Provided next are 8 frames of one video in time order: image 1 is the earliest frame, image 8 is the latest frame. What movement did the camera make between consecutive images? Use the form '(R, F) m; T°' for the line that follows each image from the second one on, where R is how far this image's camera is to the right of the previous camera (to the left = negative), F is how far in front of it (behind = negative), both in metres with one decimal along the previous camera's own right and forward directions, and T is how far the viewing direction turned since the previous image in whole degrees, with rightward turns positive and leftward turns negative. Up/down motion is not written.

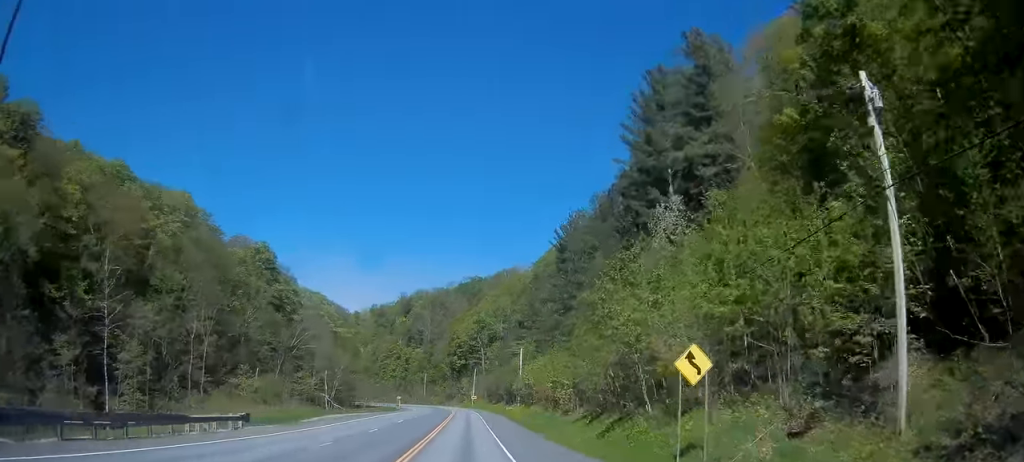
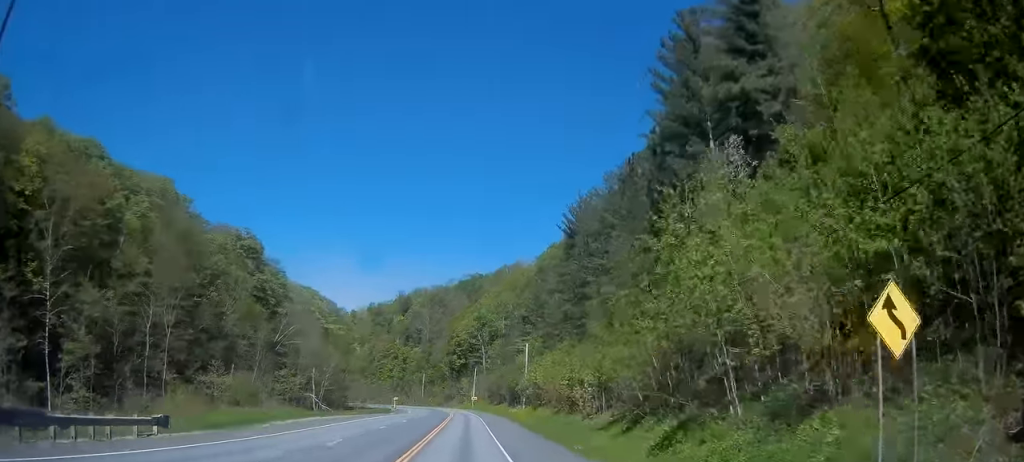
(+0.2, +9.3) m; 0°
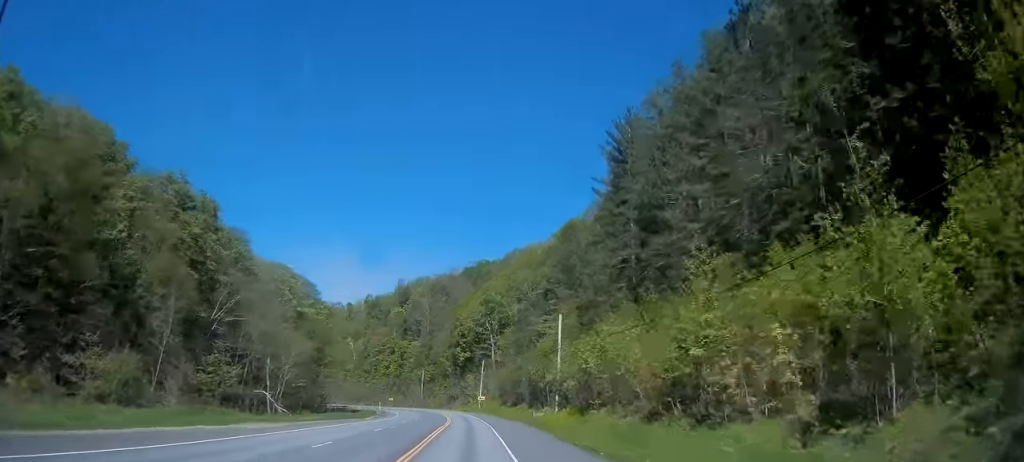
(-0.2, +27.0) m; 0°
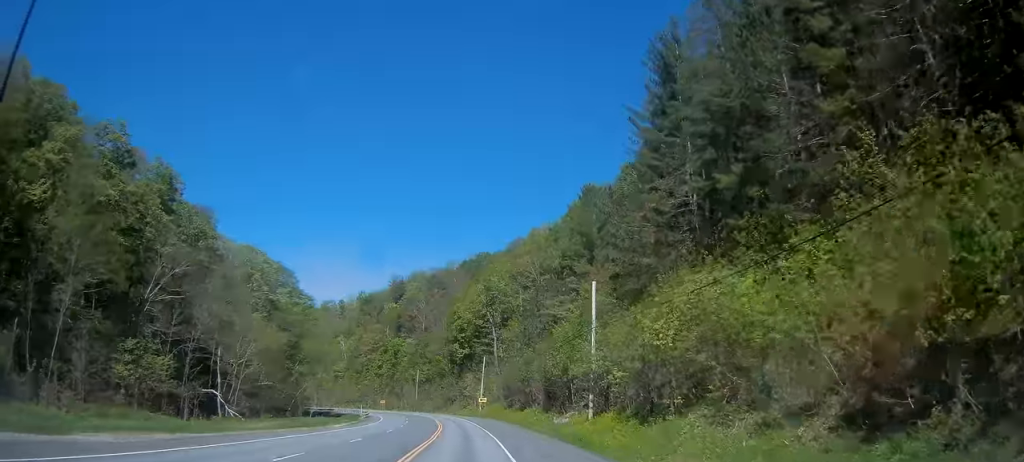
(+0.4, +16.3) m; 0°
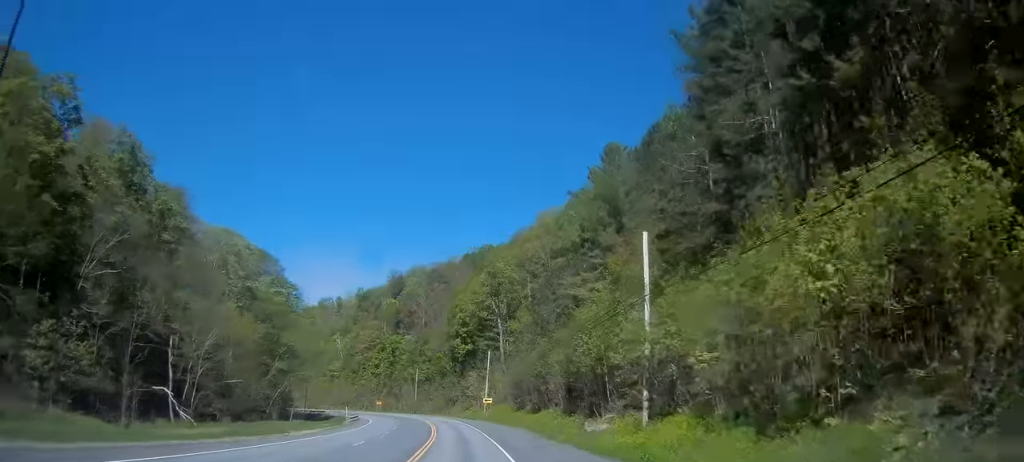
(-0.3, +12.1) m; -1°
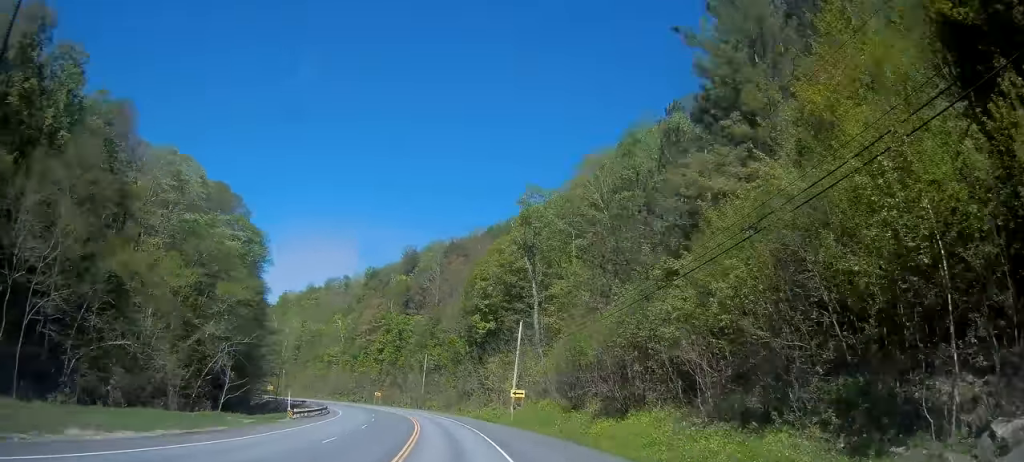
(-0.2, +28.2) m; -2°
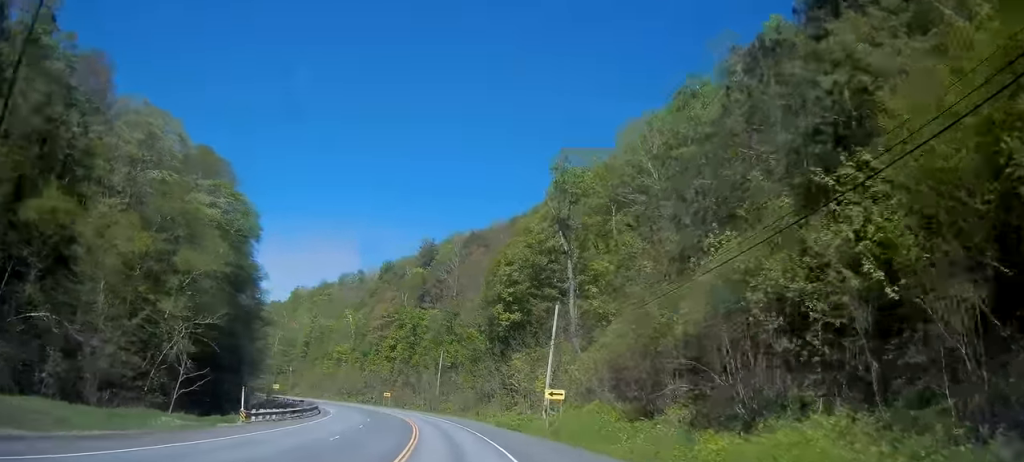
(-0.3, +12.5) m; -2°
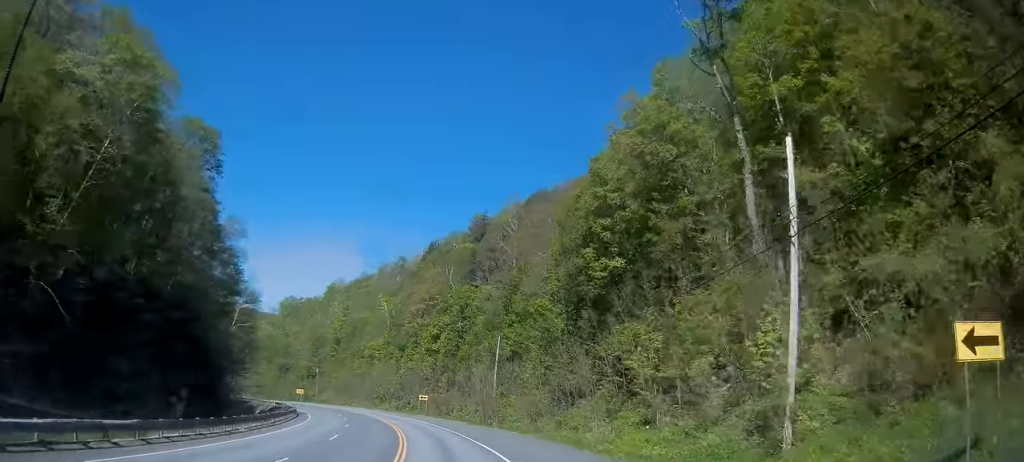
(-1.6, +31.8) m; -6°
